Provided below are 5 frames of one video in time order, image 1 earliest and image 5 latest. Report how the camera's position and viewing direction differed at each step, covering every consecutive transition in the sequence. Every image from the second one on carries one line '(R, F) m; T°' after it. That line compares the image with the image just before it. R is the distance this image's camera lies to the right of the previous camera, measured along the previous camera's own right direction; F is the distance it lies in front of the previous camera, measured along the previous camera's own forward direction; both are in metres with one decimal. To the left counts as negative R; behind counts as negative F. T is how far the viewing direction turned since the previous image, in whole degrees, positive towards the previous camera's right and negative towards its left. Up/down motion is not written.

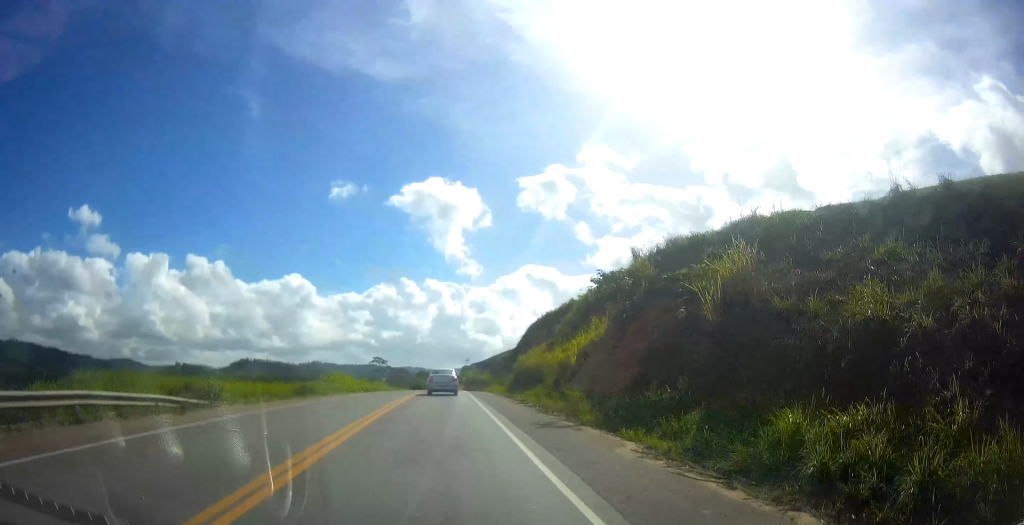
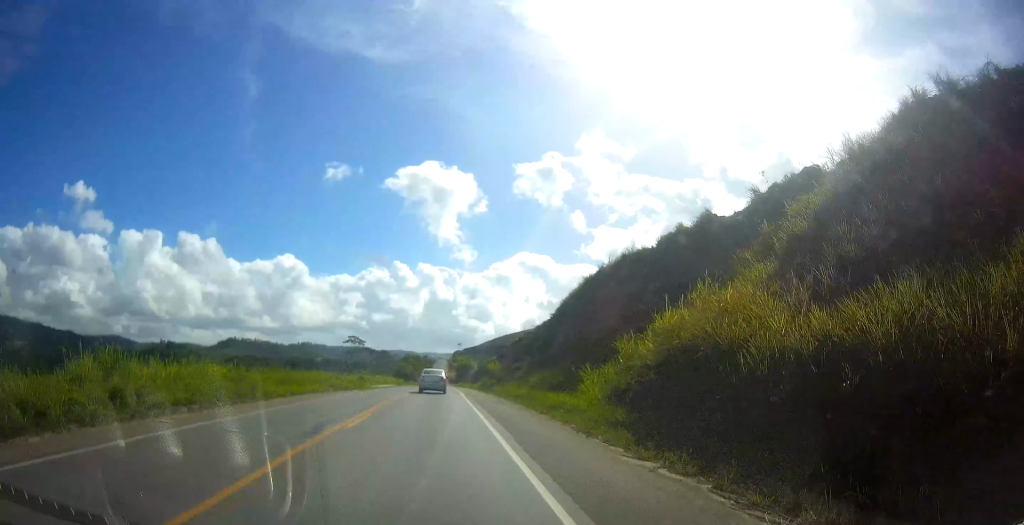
(+1.7, +37.2) m; +5°
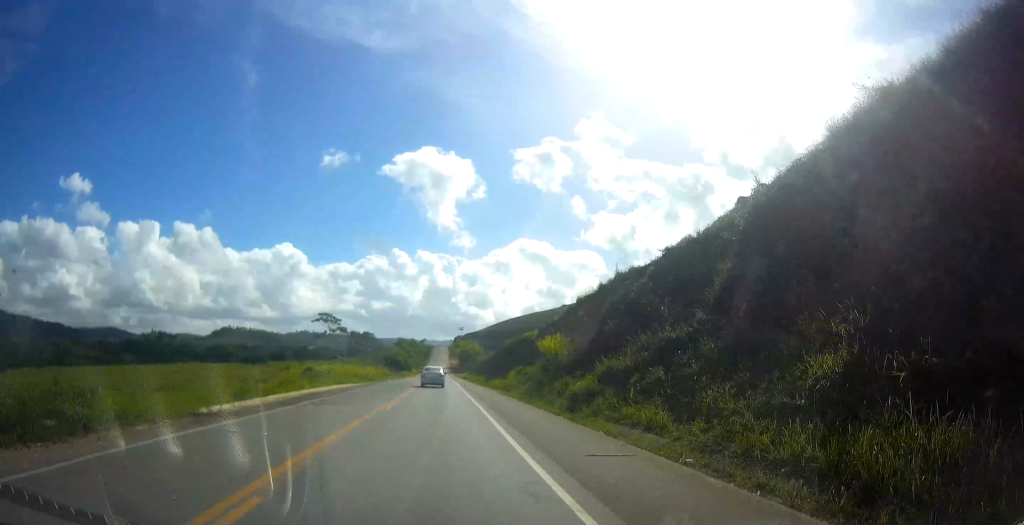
(+1.3, +41.6) m; +2°
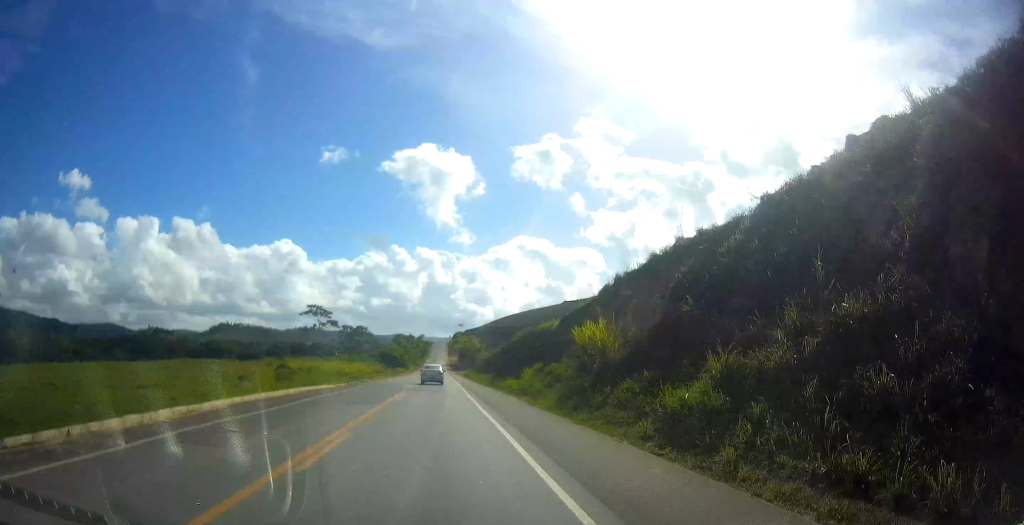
(-0.2, +10.3) m; 0°
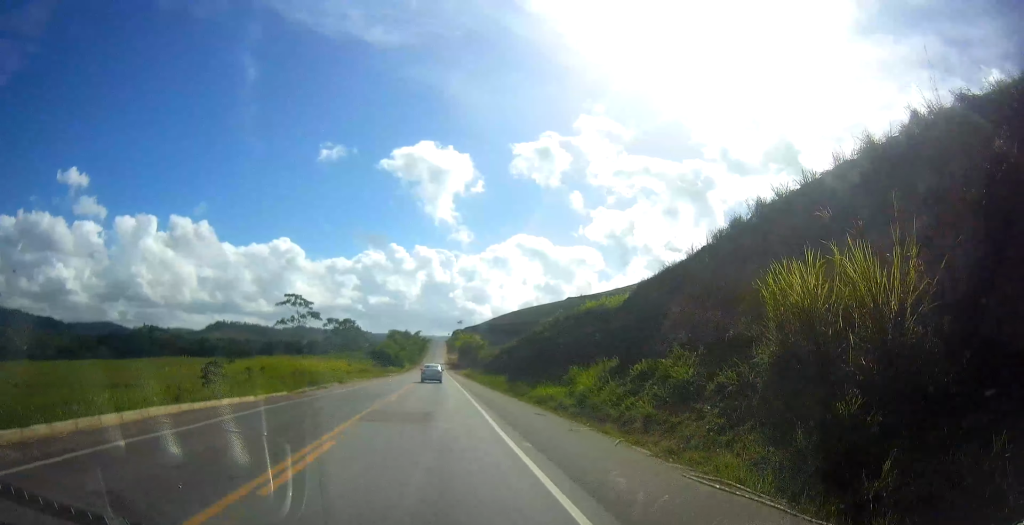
(+0.6, +16.9) m; 0°
